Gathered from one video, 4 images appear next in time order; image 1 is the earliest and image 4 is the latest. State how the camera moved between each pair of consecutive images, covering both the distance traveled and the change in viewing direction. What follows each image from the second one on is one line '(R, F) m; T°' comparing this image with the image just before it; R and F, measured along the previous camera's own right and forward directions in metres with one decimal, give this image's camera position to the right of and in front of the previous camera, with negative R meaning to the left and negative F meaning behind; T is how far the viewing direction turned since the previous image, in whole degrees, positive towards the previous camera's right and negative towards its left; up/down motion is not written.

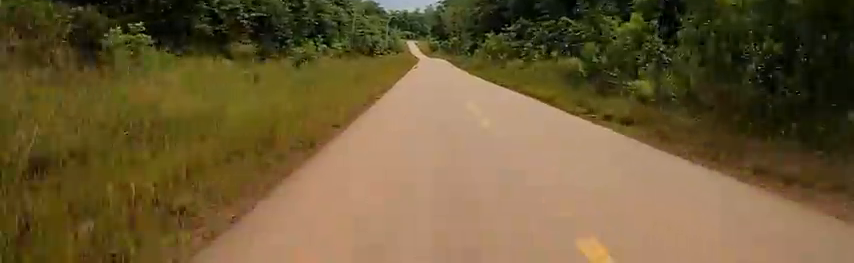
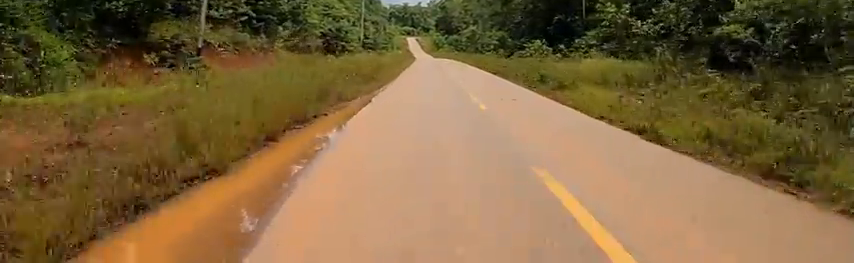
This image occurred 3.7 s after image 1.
(+1.8, +48.3) m; 0°
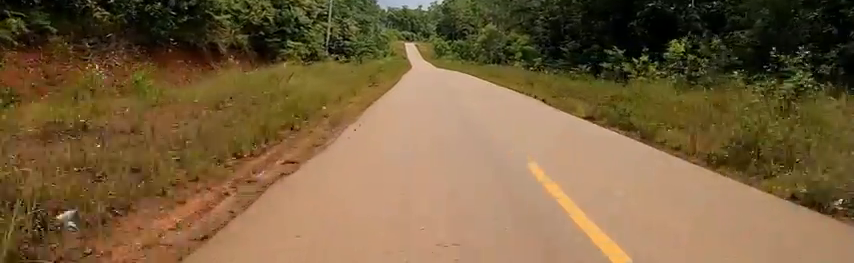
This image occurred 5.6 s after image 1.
(-1.4, +23.2) m; 0°
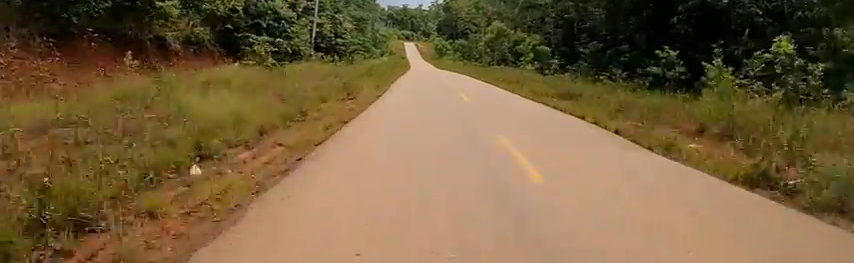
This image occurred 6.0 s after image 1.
(+0.7, +5.4) m; 0°
